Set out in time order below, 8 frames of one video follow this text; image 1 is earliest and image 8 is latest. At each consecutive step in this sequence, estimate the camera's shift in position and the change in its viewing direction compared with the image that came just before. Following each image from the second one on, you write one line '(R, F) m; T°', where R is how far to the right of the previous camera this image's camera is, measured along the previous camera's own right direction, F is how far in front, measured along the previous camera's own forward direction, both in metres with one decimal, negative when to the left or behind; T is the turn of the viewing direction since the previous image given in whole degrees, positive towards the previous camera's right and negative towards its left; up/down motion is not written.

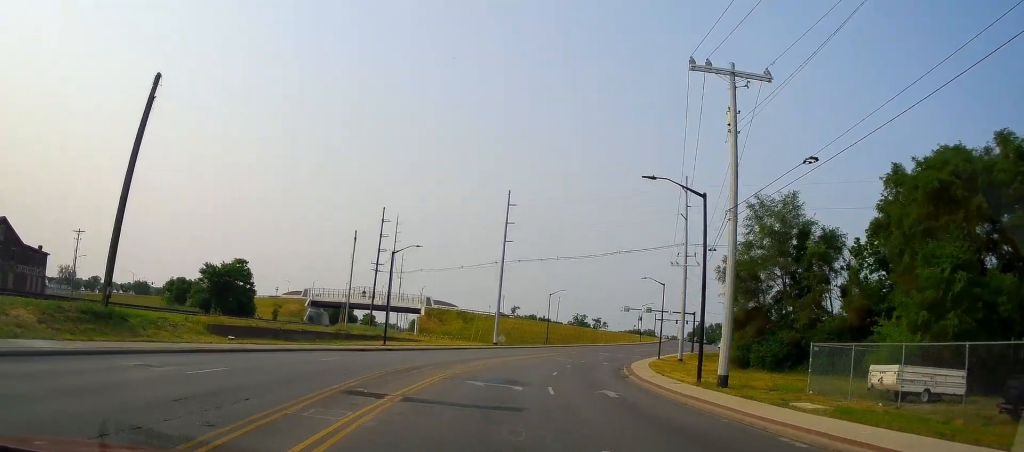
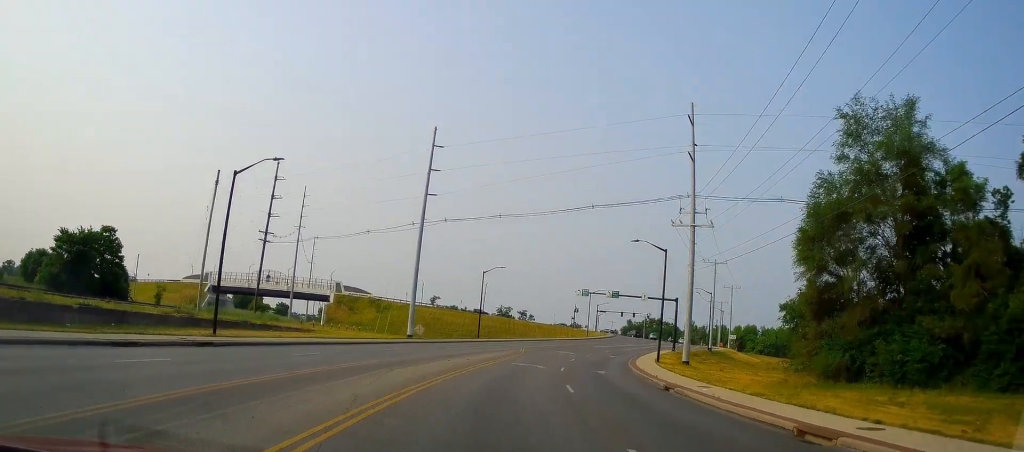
(+0.9, +24.4) m; +6°
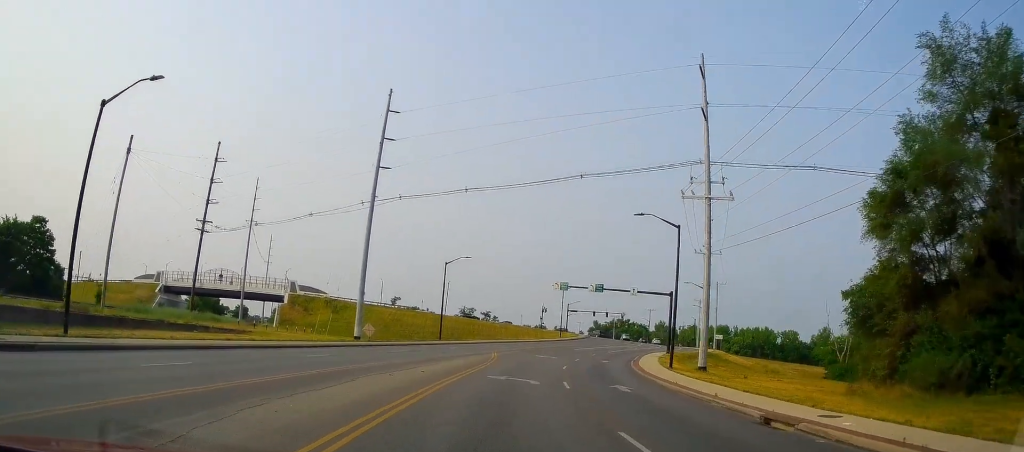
(+0.6, +10.7) m; +3°
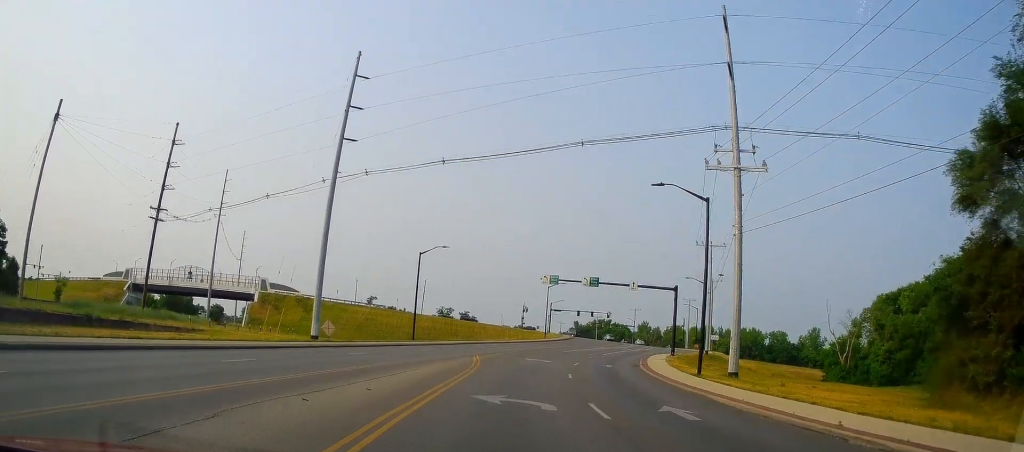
(0.0, +7.8) m; +2°
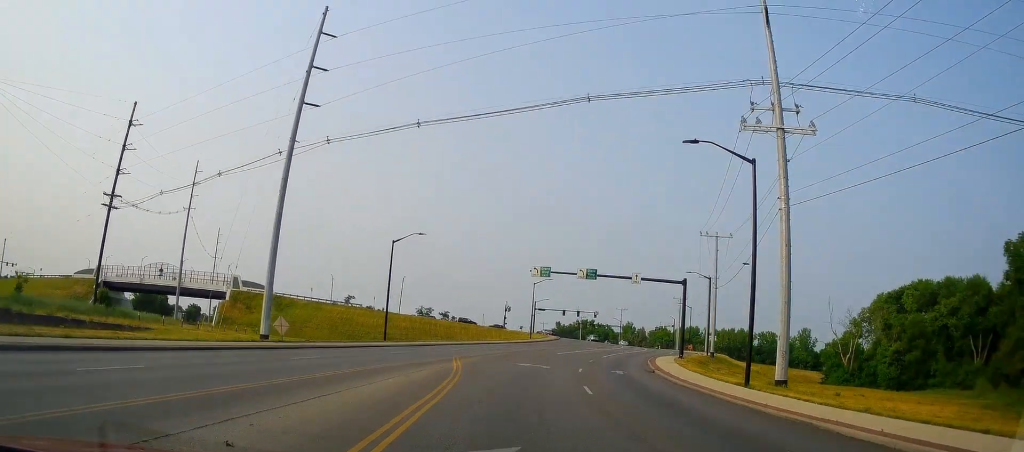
(-0.2, +7.2) m; +2°
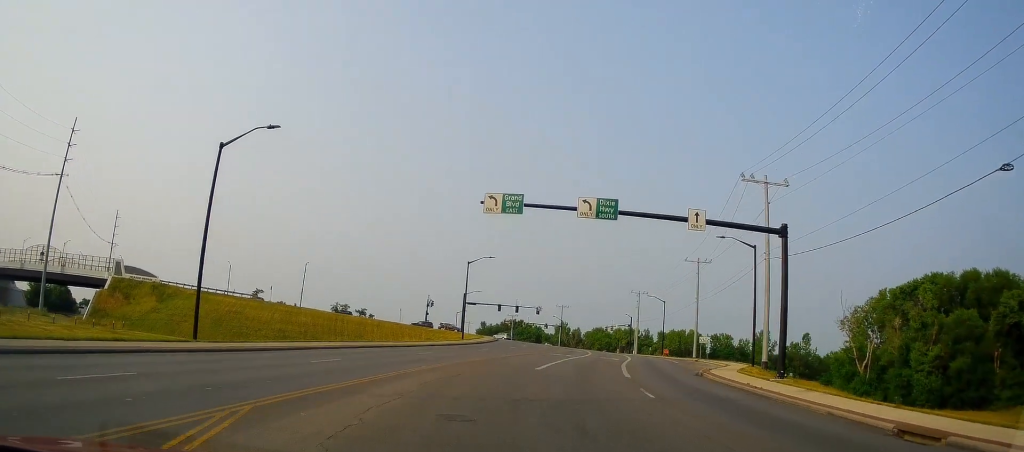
(+2.7, +25.9) m; +10°
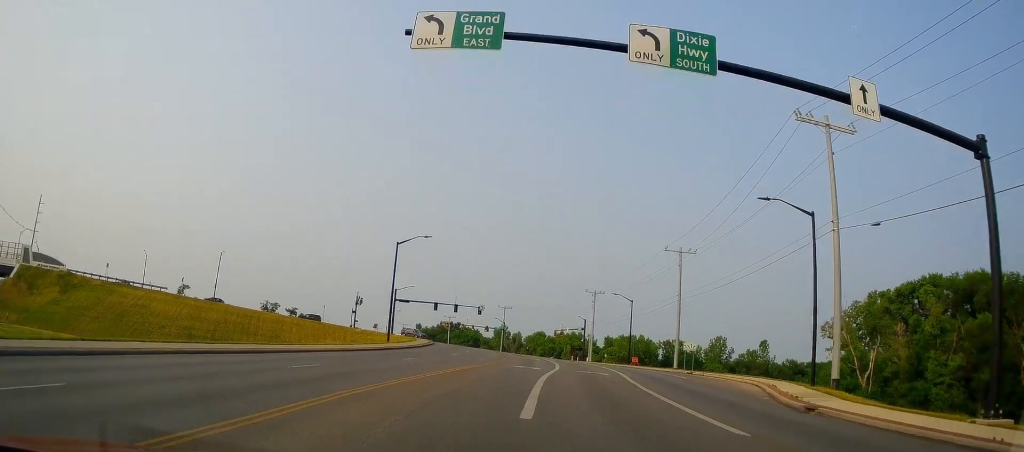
(+0.5, +14.9) m; +4°
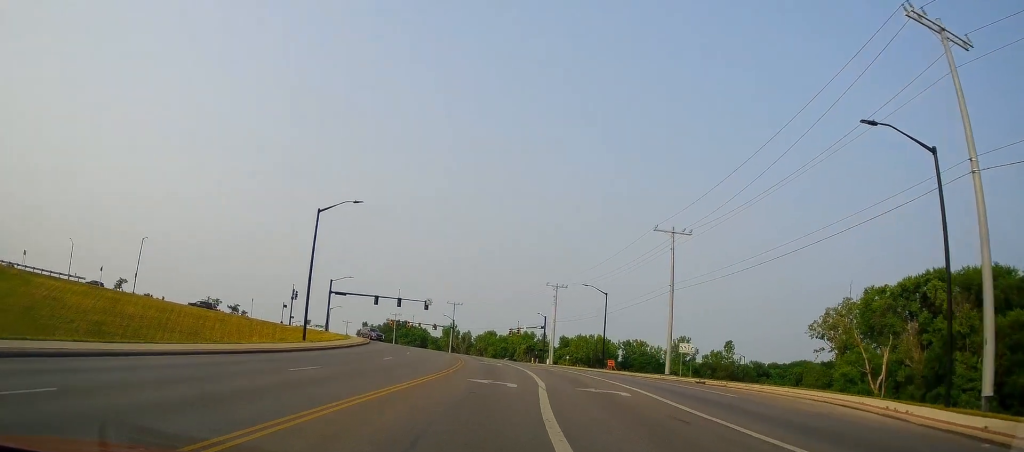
(0.0, +12.4) m; +5°
